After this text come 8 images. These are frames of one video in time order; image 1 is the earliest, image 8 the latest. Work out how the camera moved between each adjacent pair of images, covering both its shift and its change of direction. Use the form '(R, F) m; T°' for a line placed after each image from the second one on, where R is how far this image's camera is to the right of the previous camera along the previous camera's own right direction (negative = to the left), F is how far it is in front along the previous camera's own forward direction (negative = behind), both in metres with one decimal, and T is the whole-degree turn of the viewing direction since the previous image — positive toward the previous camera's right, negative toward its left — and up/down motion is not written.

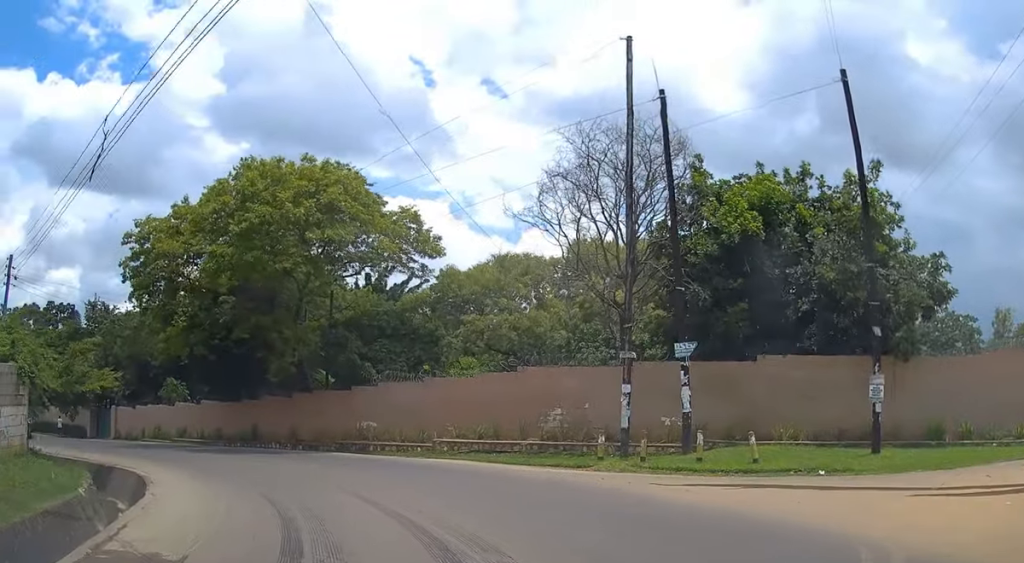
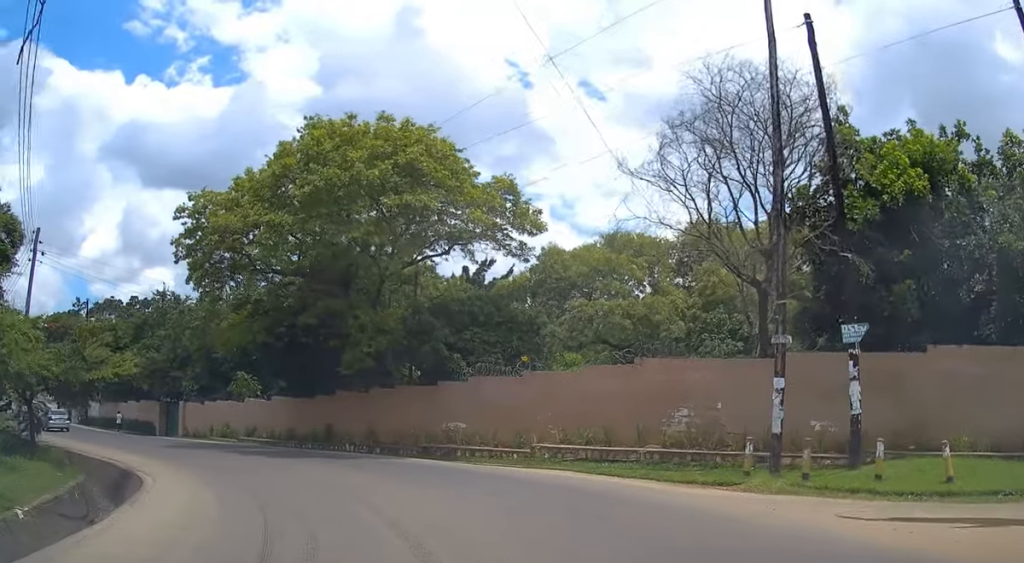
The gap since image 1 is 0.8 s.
(-0.8, +4.1) m; -11°
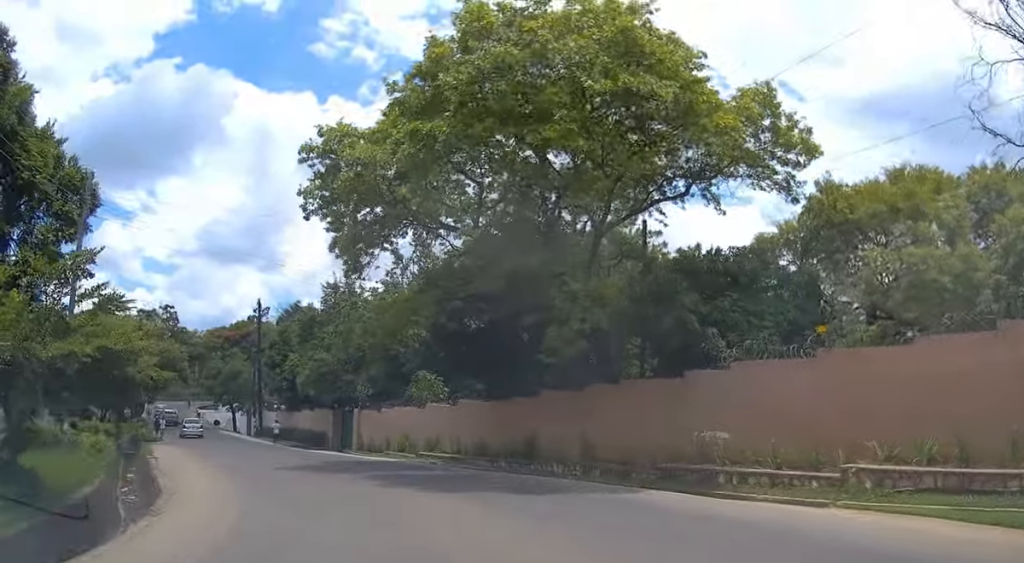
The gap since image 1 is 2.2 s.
(-0.7, +8.2) m; -5°
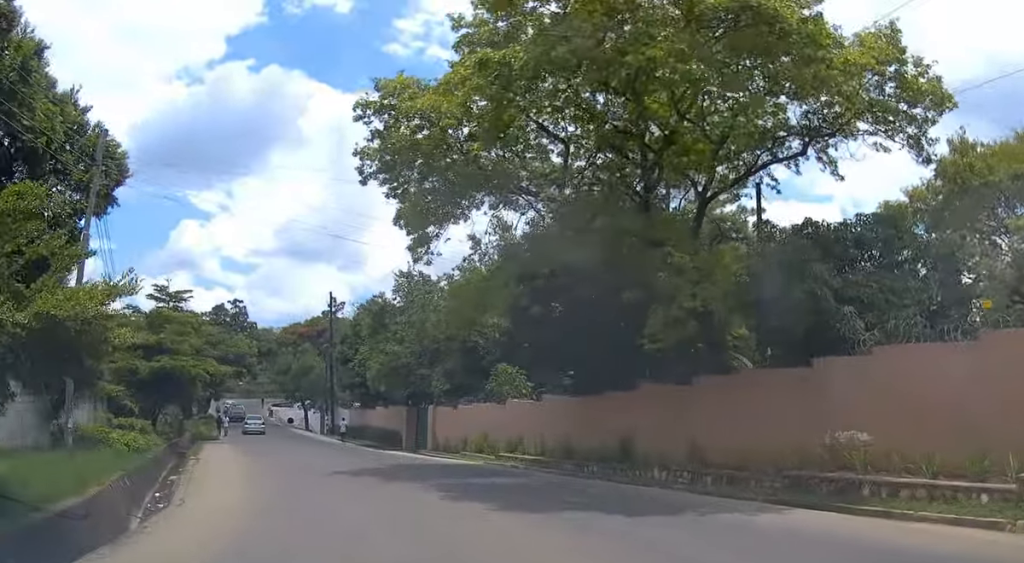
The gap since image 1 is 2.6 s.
(0.0, +3.1) m; 0°
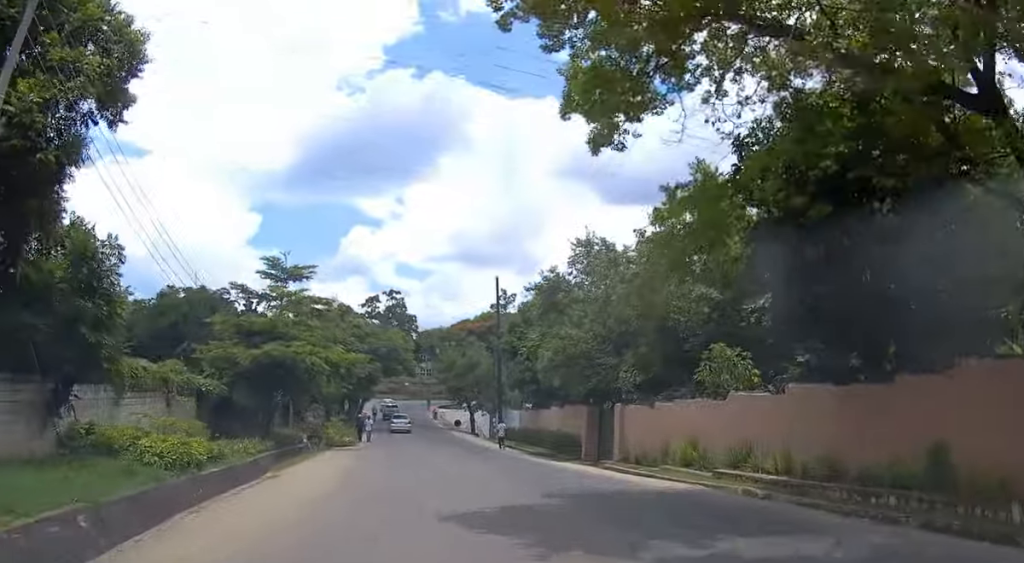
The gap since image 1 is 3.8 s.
(0.0, +7.6) m; -9°
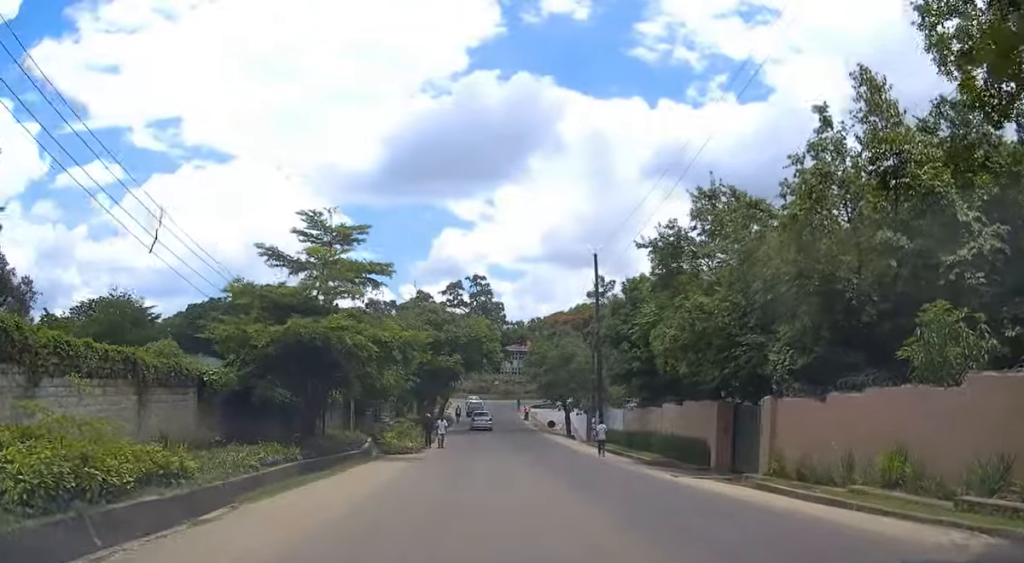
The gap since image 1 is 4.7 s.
(-0.9, +7.0) m; -13°
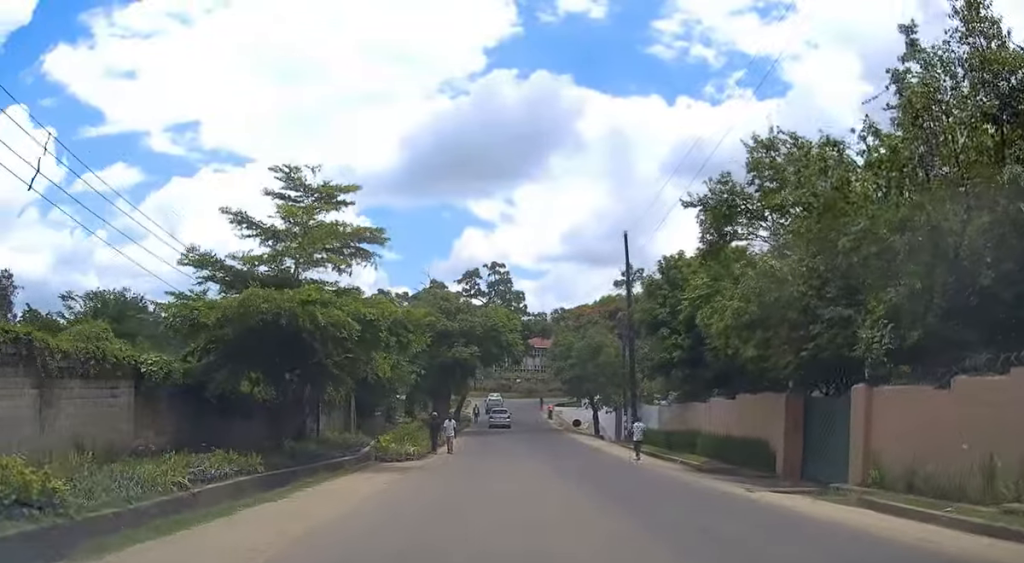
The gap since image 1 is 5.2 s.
(-0.4, +4.6) m; -7°
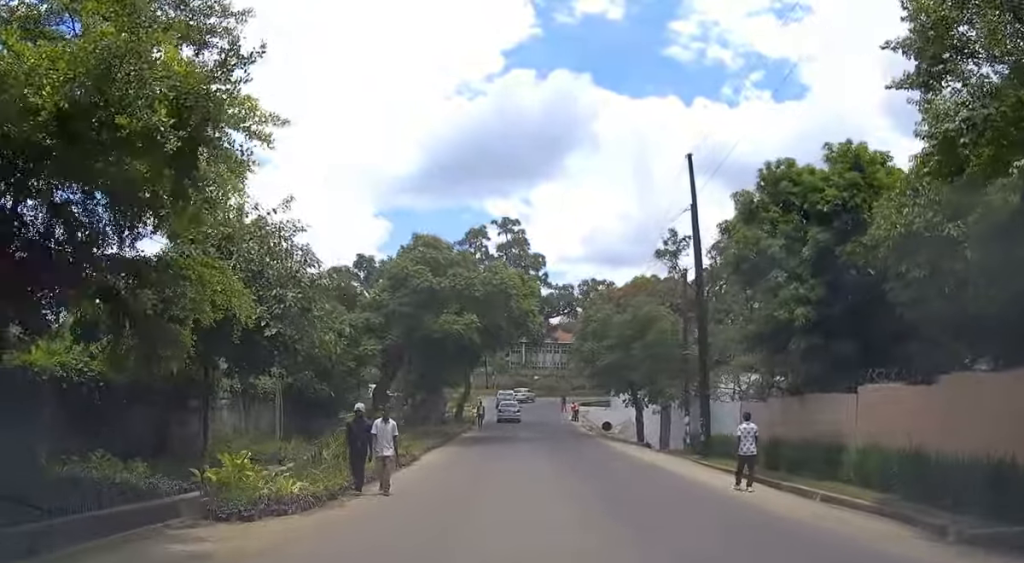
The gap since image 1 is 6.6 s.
(-0.9, +13.2) m; -5°
